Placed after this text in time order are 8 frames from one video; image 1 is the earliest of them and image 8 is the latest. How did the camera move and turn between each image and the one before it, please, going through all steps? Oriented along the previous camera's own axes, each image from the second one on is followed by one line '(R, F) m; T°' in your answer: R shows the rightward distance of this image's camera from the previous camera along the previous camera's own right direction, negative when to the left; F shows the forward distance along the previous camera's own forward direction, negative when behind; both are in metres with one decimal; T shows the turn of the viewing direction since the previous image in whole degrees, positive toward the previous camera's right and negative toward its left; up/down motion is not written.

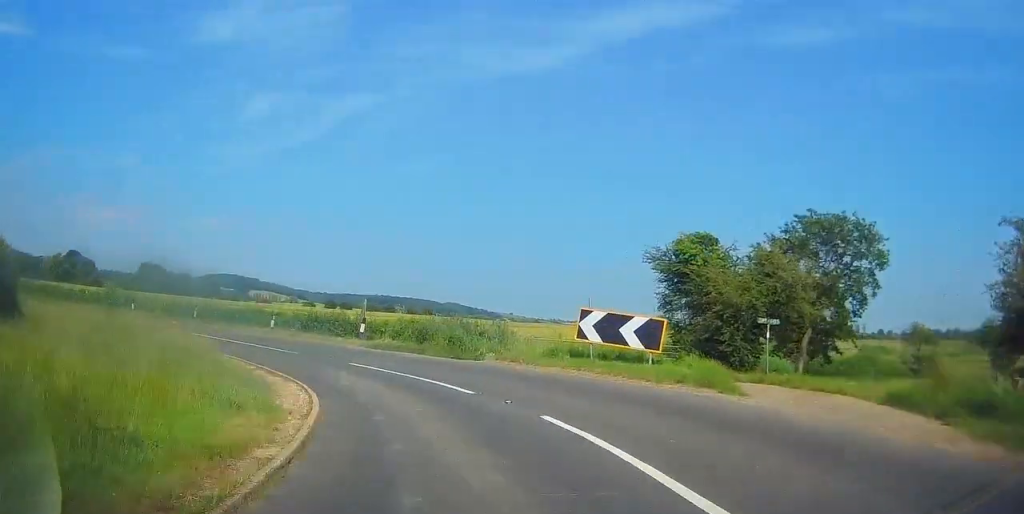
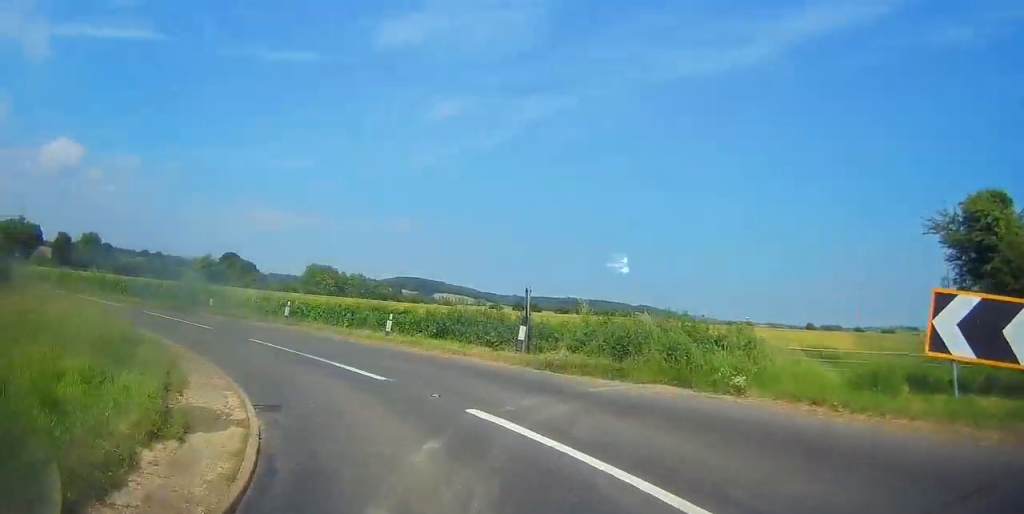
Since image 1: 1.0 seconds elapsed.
(-1.1, +8.8) m; -21°
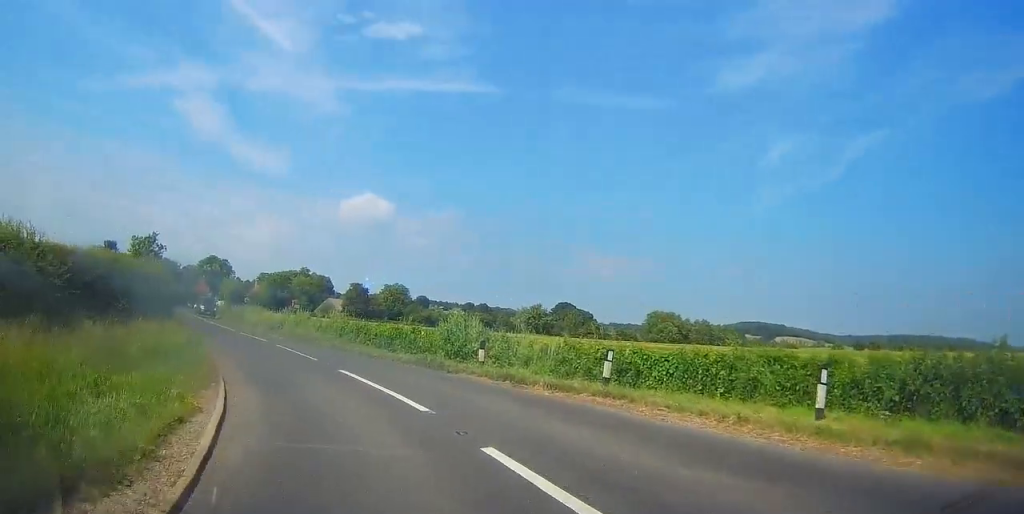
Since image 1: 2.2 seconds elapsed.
(-2.6, +9.8) m; -28°
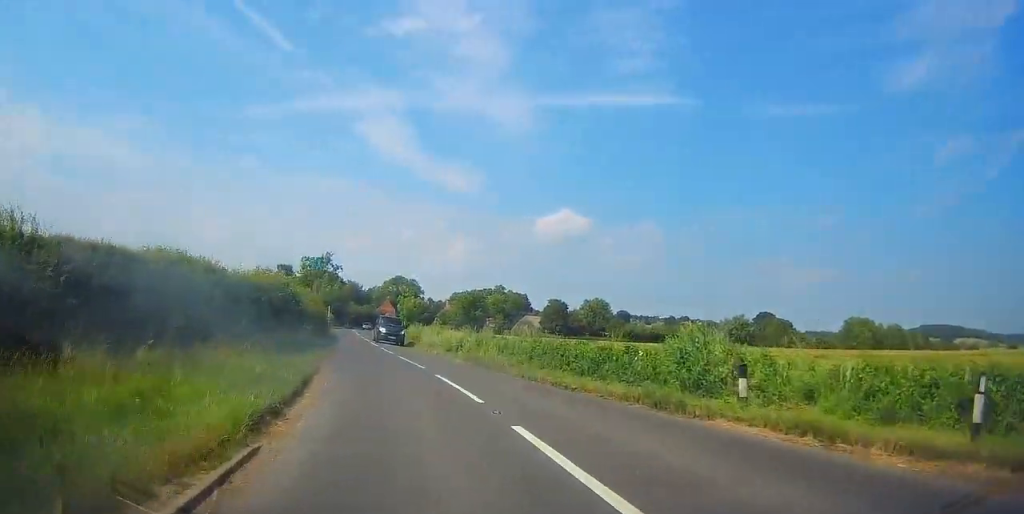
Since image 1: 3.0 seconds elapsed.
(-0.8, +6.2) m; -10°
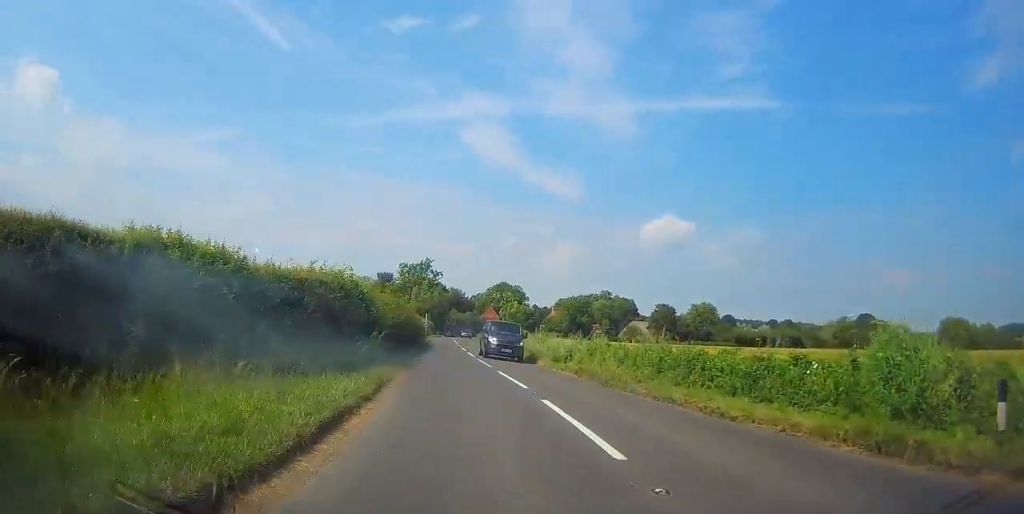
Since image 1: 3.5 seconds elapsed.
(-0.3, +4.7) m; -6°
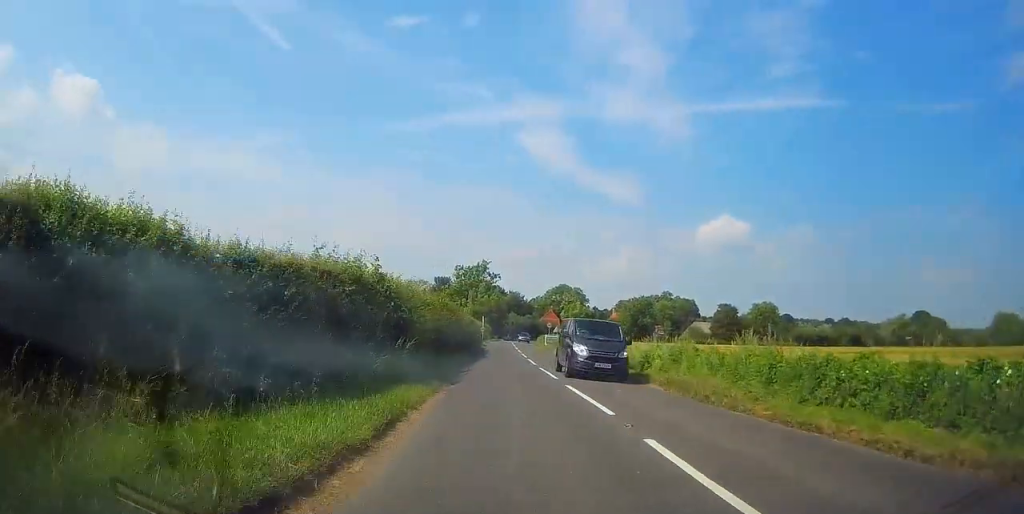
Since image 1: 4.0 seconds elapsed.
(-0.4, +4.6) m; -4°
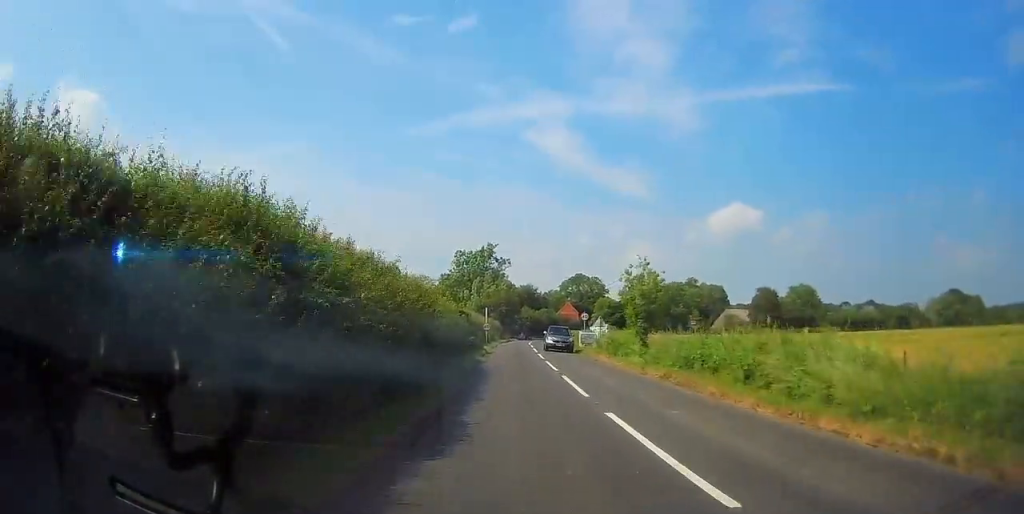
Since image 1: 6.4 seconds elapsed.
(-0.5, +24.3) m; -1°
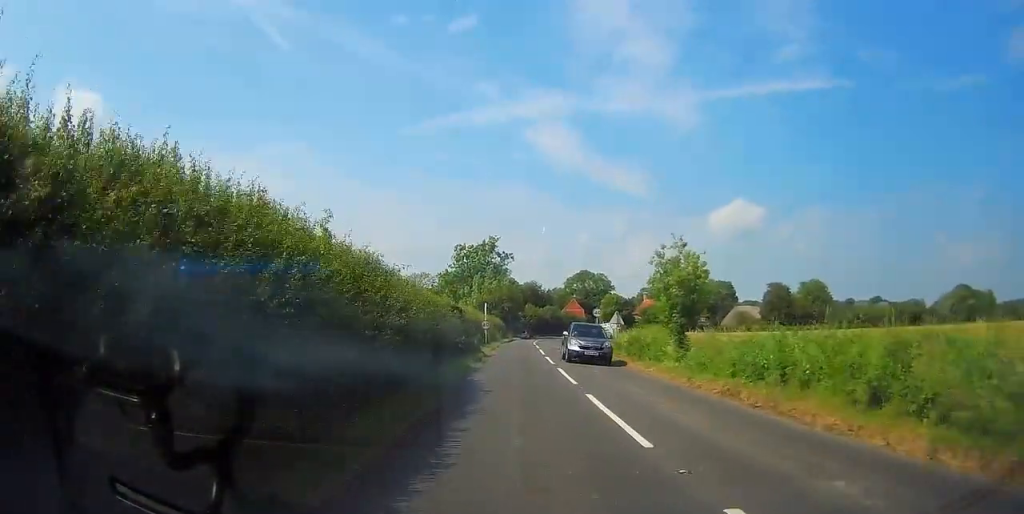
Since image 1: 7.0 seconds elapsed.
(-0.2, +6.2) m; 0°
